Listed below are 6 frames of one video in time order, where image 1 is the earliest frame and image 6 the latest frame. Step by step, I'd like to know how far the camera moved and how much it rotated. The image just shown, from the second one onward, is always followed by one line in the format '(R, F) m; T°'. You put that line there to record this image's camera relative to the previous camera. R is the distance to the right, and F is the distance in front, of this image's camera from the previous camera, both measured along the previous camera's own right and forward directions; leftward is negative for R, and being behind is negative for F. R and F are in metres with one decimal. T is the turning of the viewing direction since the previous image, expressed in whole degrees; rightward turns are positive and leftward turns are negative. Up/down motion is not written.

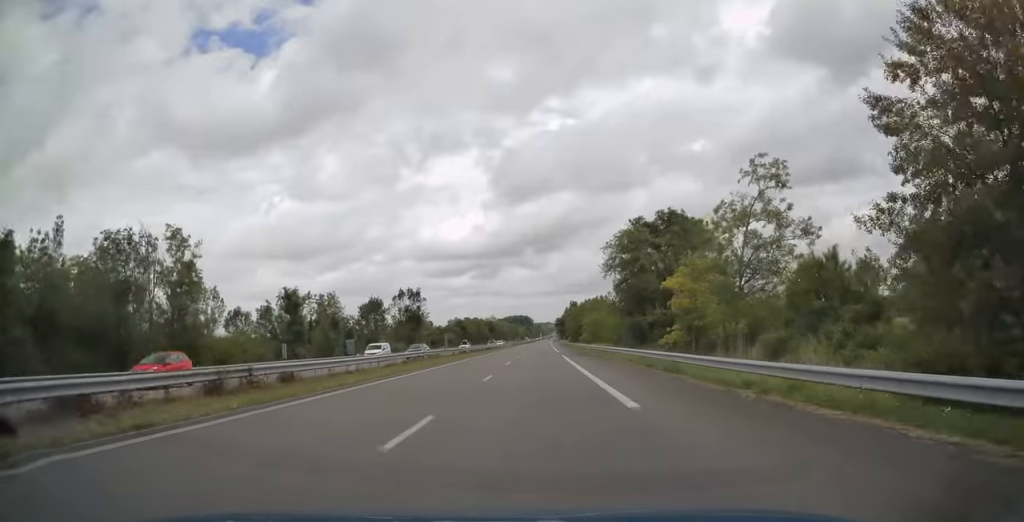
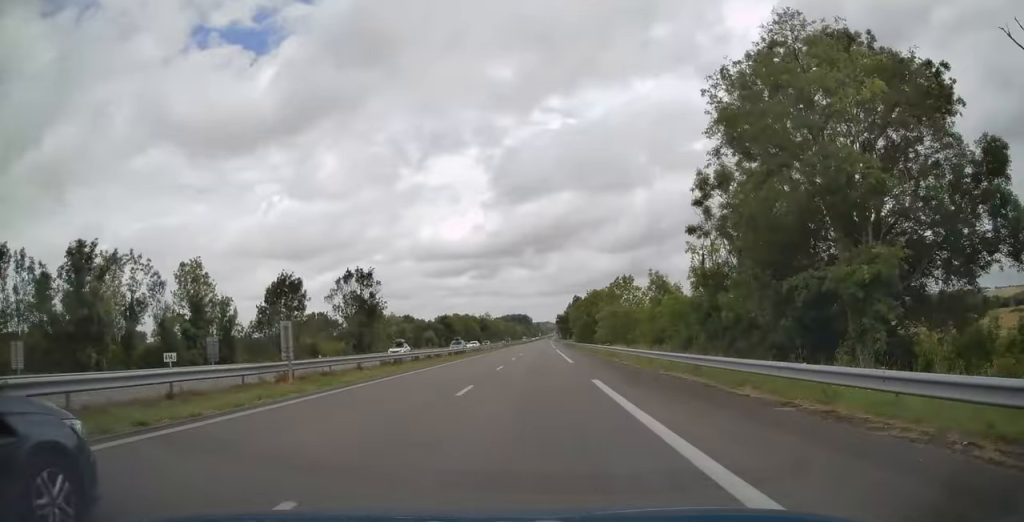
(0.0, +31.9) m; 0°
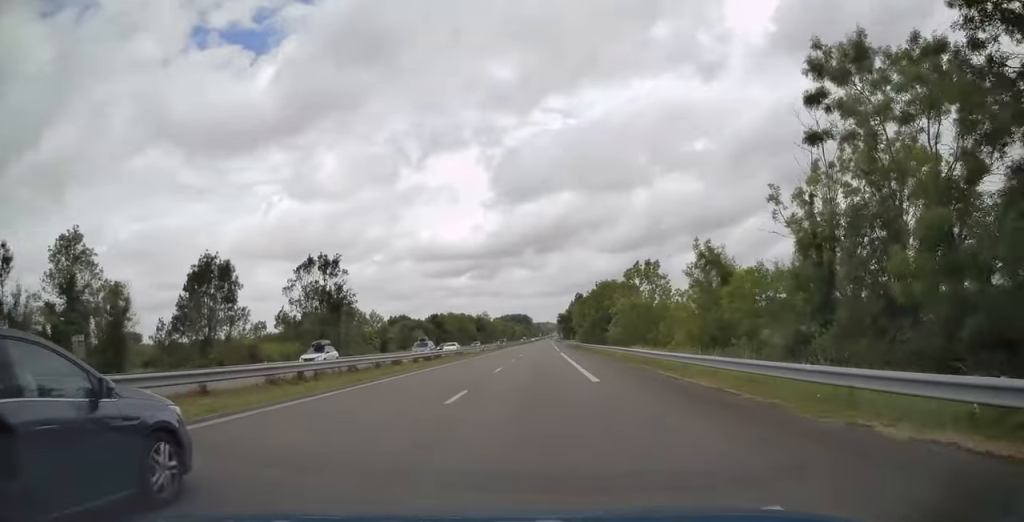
(0.0, +14.5) m; 0°
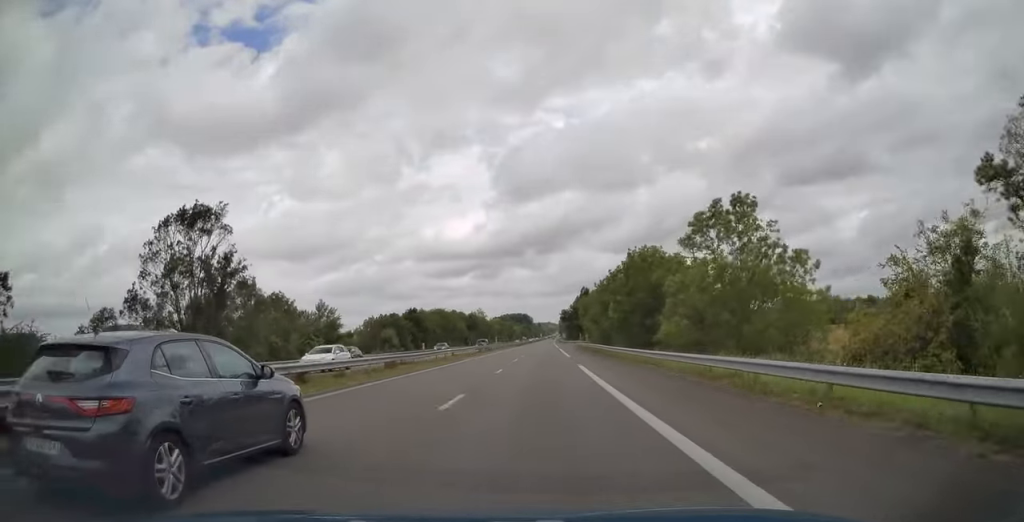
(0.0, +27.3) m; 0°
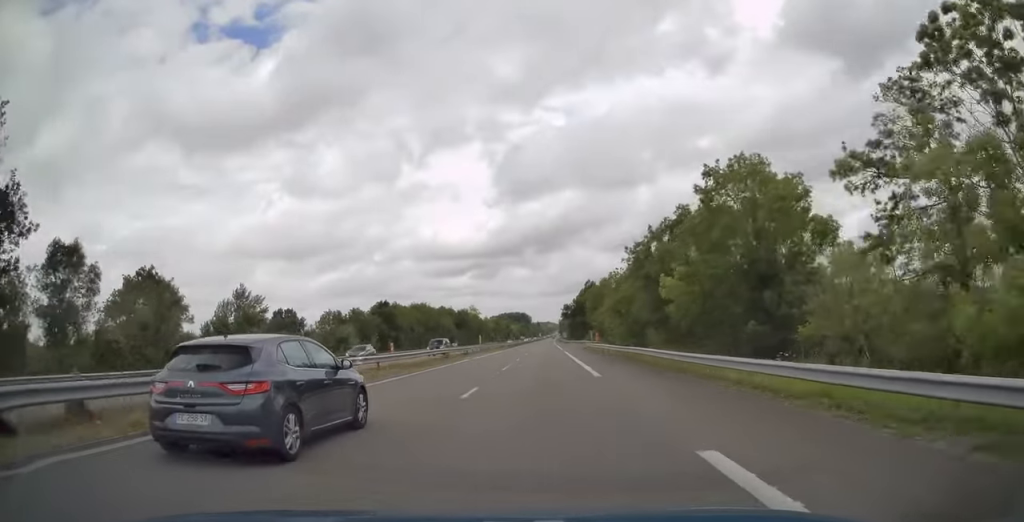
(+0.1, +23.5) m; 0°
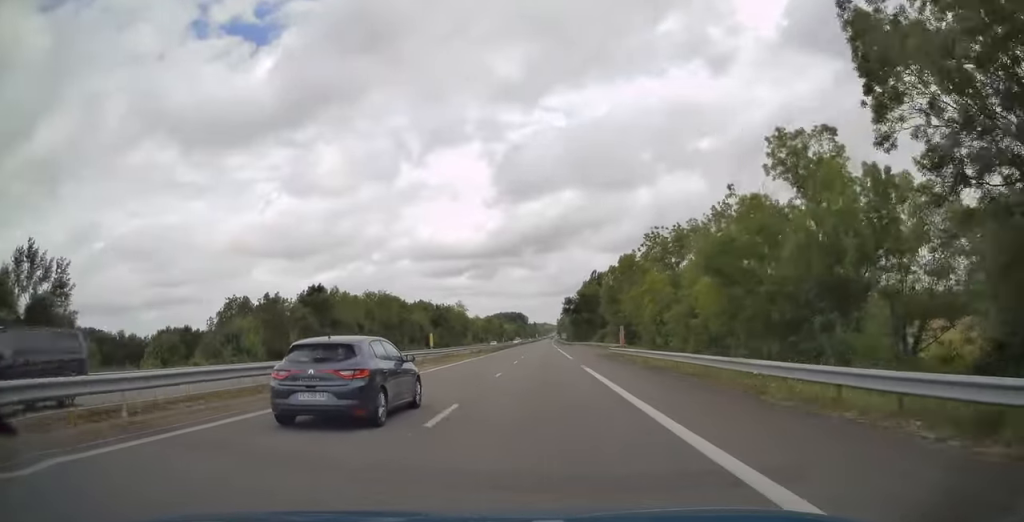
(-0.1, +30.5) m; 0°
